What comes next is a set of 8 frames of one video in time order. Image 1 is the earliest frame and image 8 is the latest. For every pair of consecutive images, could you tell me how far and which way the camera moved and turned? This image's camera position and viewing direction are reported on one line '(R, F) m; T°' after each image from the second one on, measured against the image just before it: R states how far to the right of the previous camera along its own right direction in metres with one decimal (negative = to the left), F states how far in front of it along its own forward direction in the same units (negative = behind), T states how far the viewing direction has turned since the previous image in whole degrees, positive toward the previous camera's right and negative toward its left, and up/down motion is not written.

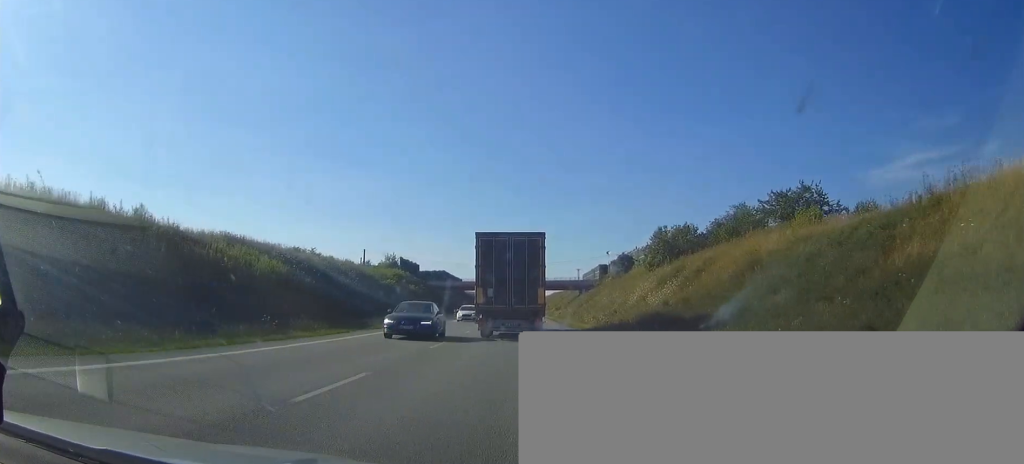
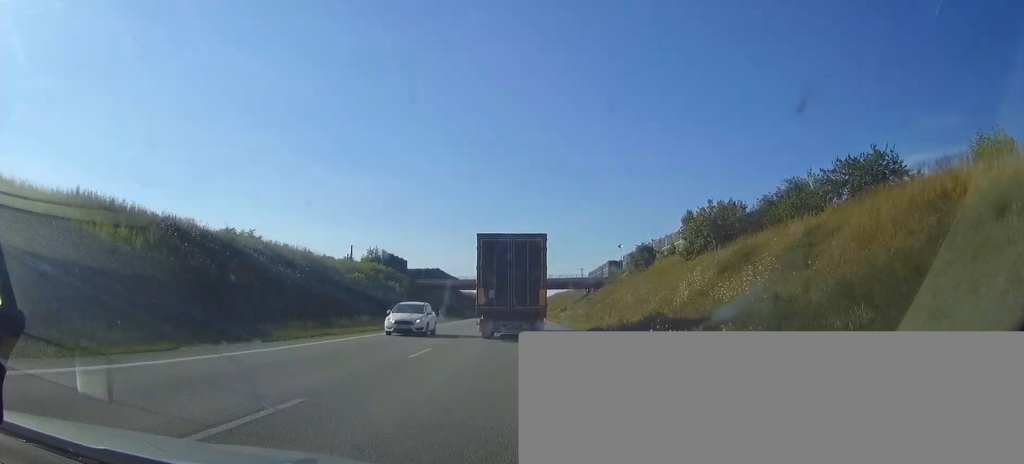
(-0.2, +15.4) m; 0°
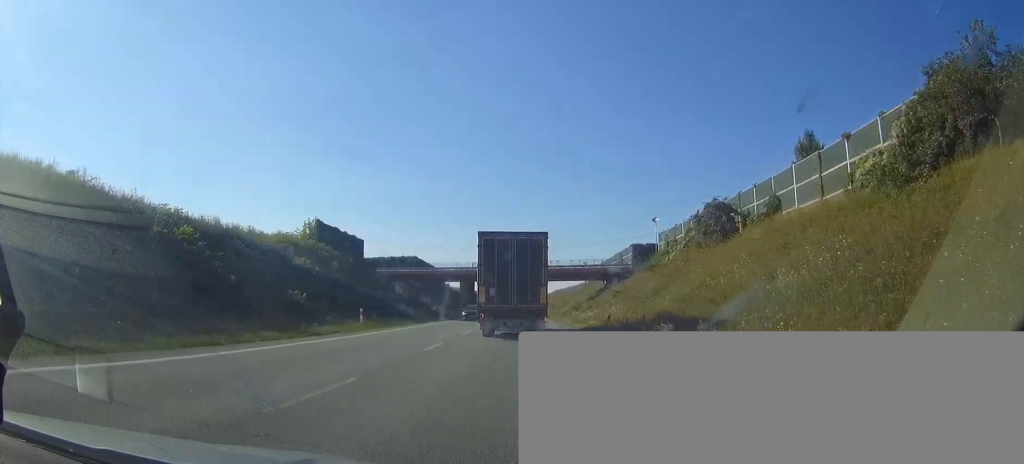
(0.0, +33.8) m; 0°
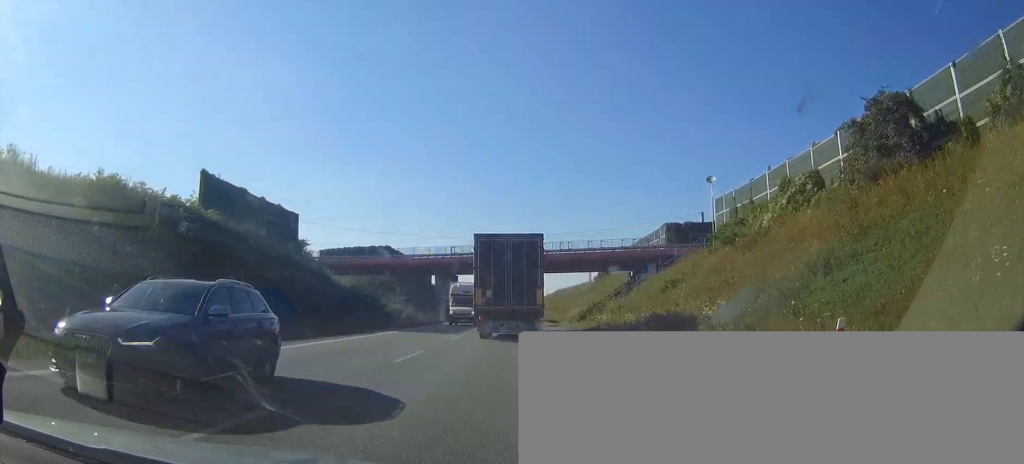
(+0.1, +27.7) m; 0°
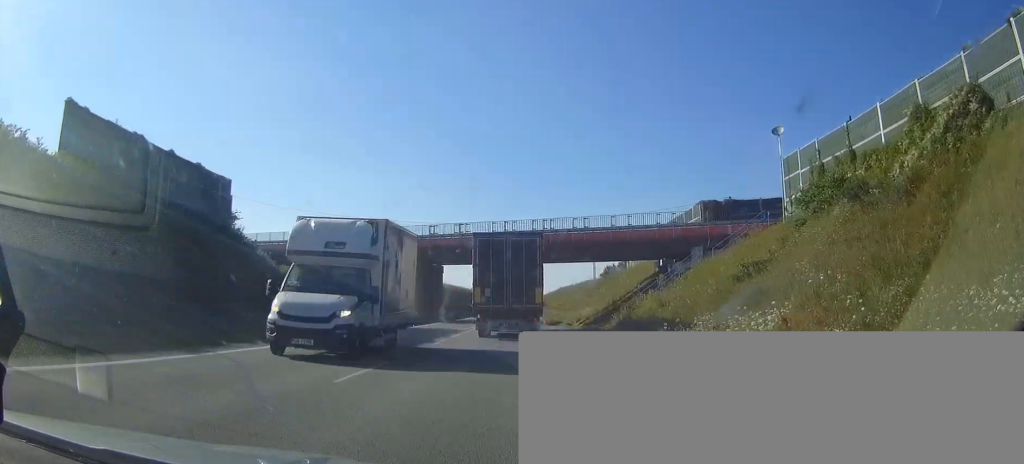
(0.0, +17.0) m; 0°
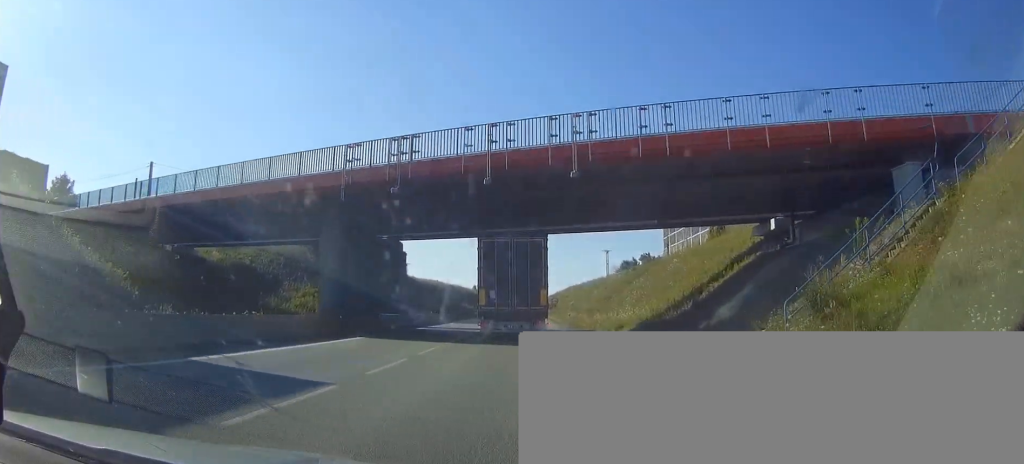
(-0.1, +28.0) m; 0°
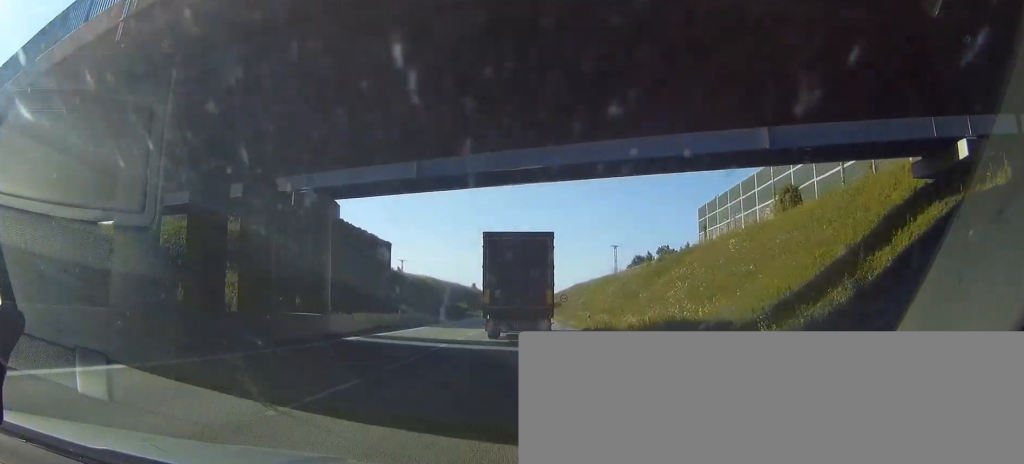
(-0.1, +17.2) m; 0°
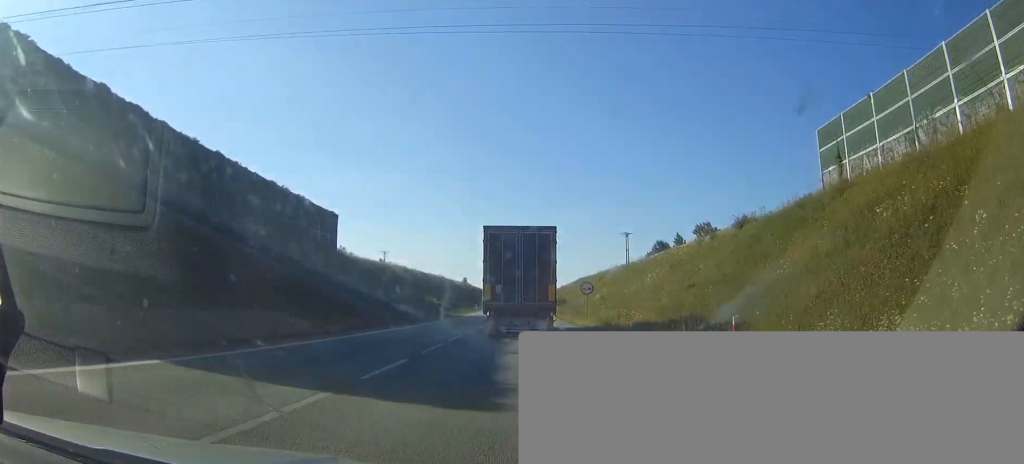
(+0.1, +32.0) m; 0°
